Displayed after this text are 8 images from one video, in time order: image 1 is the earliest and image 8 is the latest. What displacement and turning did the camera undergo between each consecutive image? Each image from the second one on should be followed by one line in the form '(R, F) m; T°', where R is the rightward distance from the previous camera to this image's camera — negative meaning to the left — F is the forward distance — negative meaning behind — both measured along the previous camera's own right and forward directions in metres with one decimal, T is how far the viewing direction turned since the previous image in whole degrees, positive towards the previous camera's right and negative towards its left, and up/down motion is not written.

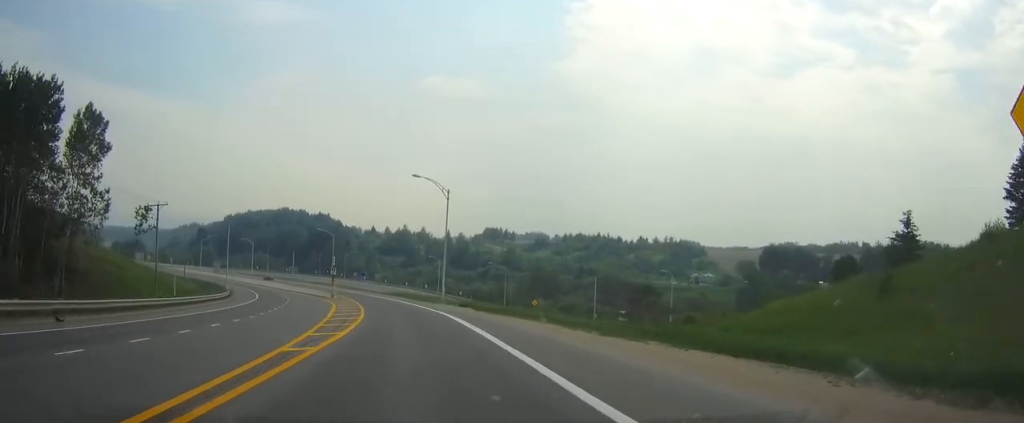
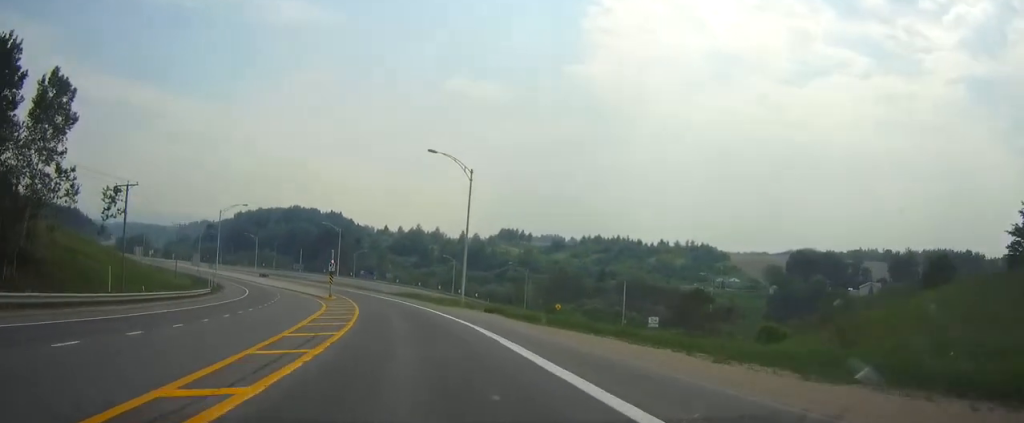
(0.0, +11.5) m; 0°
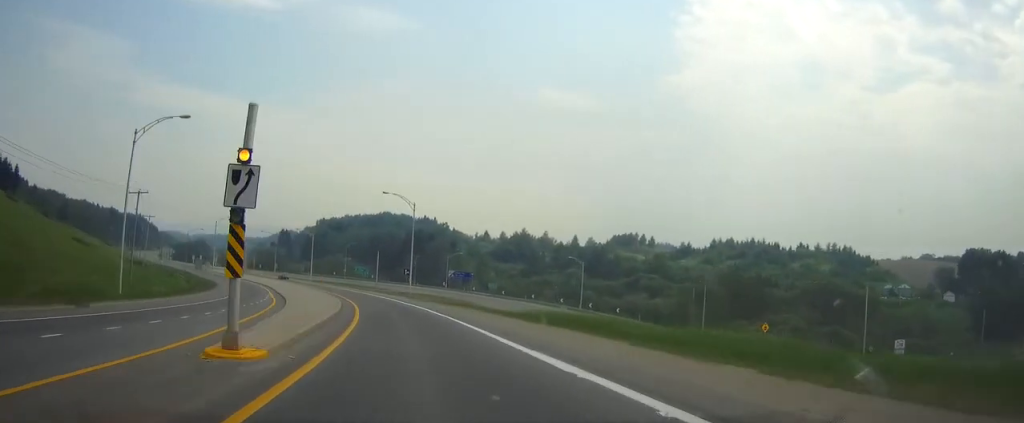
(-2.0, +51.2) m; -6°
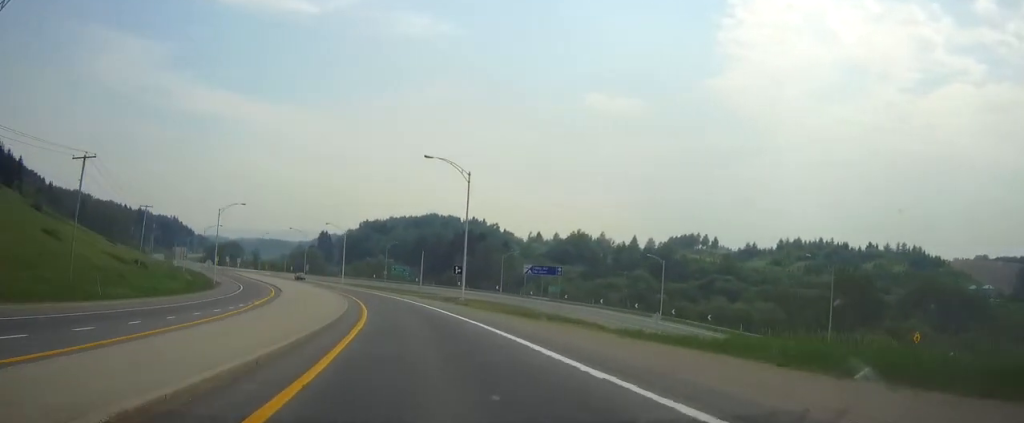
(-1.0, +22.1) m; -4°
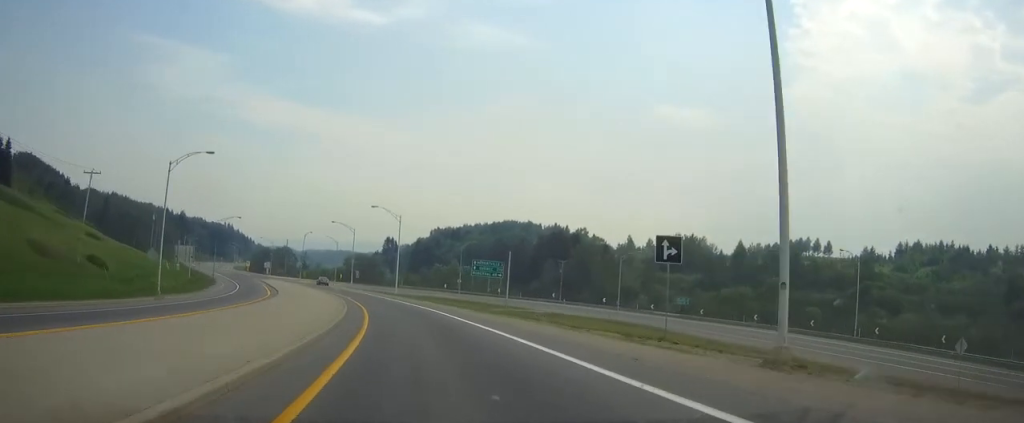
(-2.7, +40.7) m; -7°
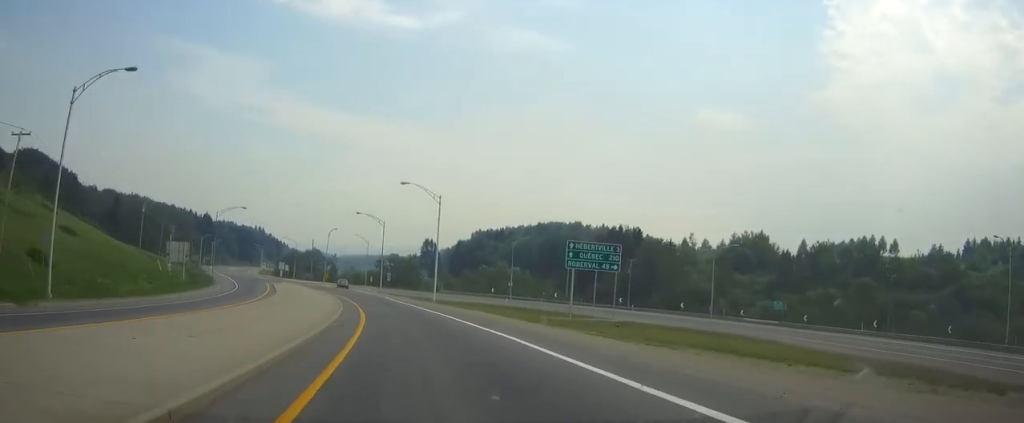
(-0.5, +22.2) m; -4°
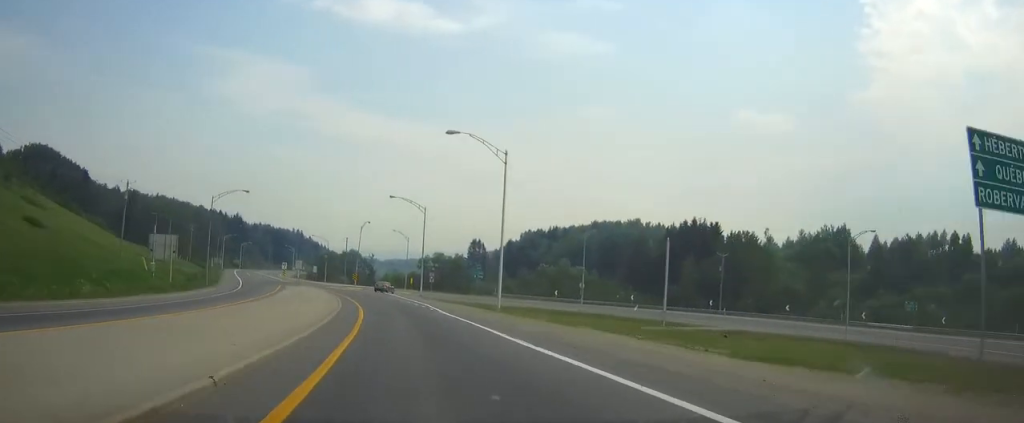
(-1.1, +22.3) m; -3°
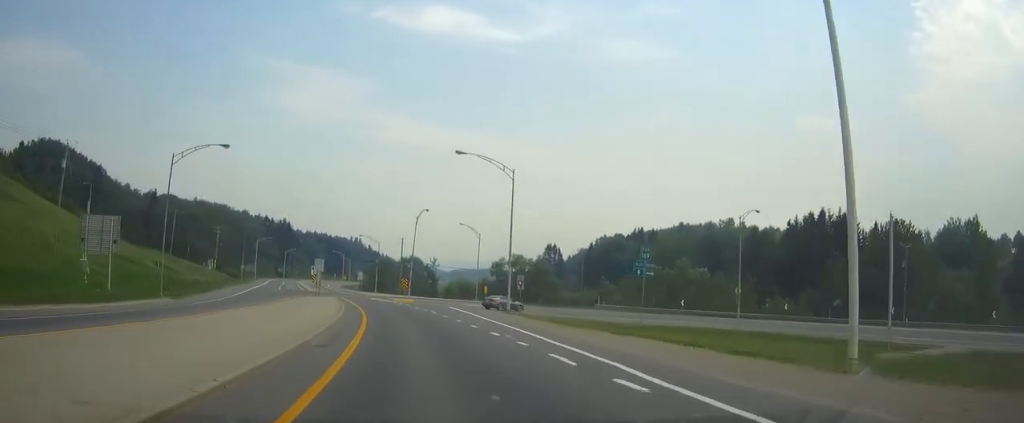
(-0.6, +32.2) m; -5°
